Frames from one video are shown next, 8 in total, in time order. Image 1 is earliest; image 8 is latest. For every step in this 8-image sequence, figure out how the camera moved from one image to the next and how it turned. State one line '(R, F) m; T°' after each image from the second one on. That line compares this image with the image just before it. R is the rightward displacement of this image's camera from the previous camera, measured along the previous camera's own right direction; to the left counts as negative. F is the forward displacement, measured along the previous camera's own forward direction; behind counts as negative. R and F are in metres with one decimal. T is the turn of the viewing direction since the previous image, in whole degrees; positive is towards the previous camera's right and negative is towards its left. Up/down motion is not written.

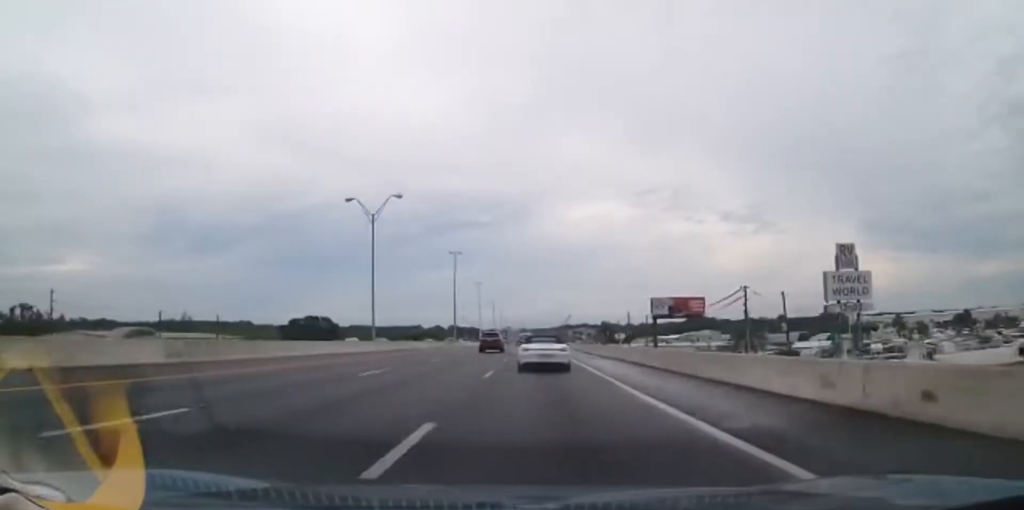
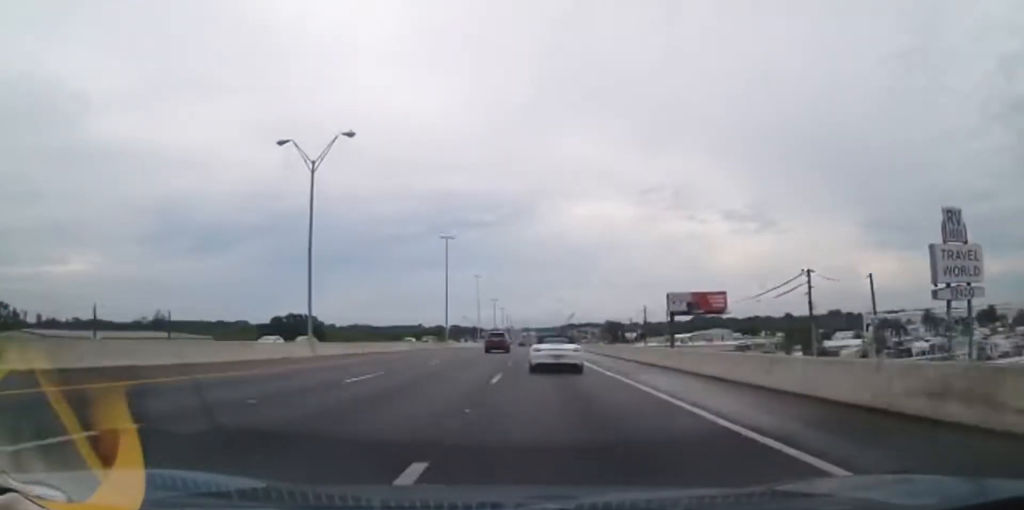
(0.0, +14.6) m; 0°
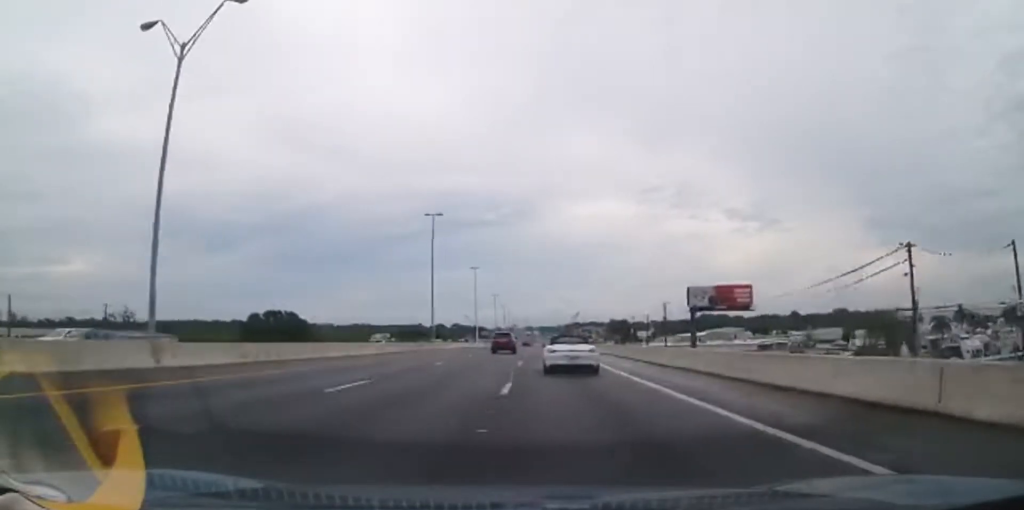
(0.0, +14.6) m; 0°
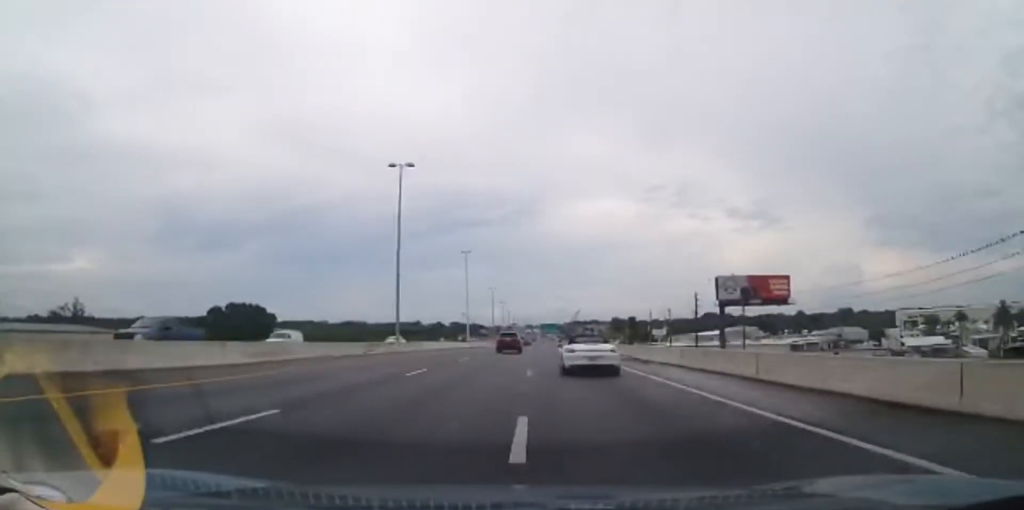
(0.0, +18.6) m; 0°
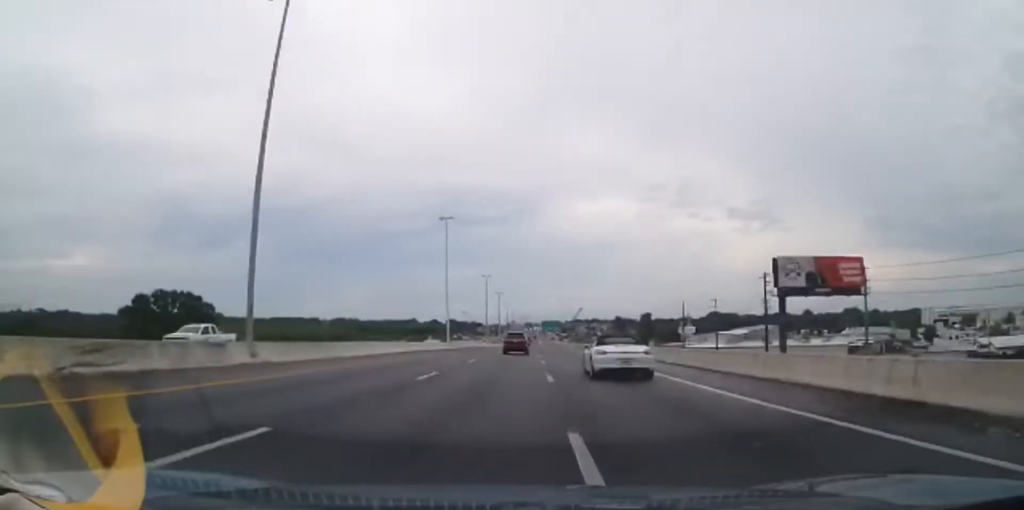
(0.0, +26.7) m; +1°
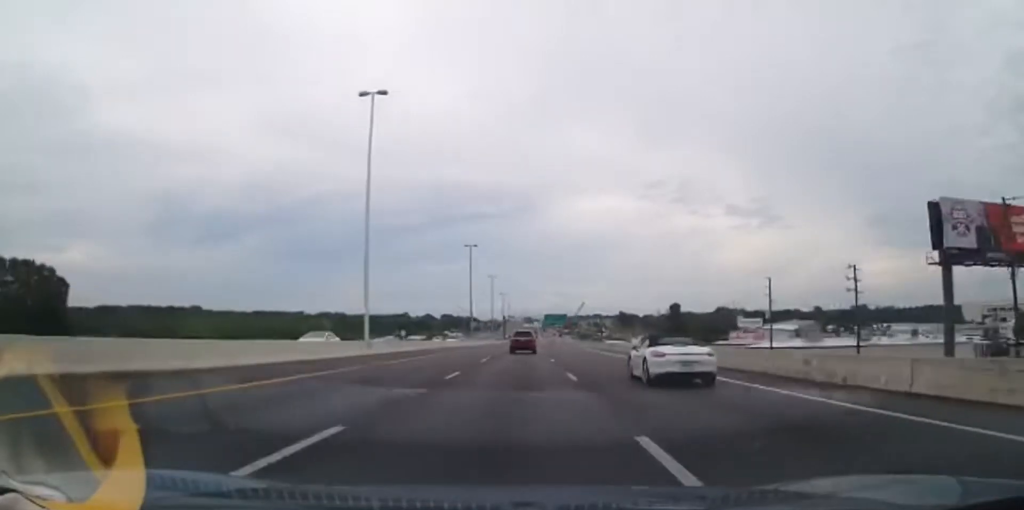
(+0.5, +36.2) m; +1°
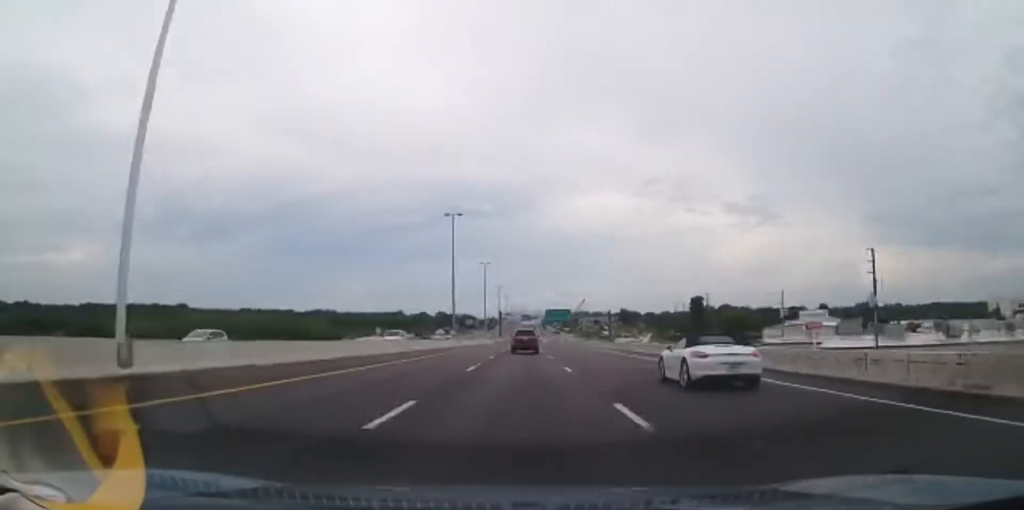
(-0.1, +21.3) m; 0°
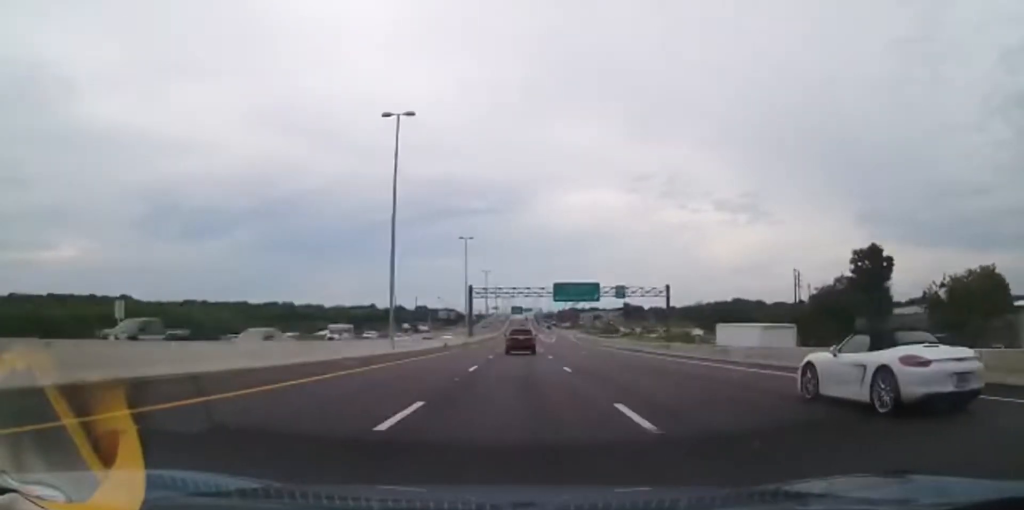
(+0.2, +73.8) m; 0°
